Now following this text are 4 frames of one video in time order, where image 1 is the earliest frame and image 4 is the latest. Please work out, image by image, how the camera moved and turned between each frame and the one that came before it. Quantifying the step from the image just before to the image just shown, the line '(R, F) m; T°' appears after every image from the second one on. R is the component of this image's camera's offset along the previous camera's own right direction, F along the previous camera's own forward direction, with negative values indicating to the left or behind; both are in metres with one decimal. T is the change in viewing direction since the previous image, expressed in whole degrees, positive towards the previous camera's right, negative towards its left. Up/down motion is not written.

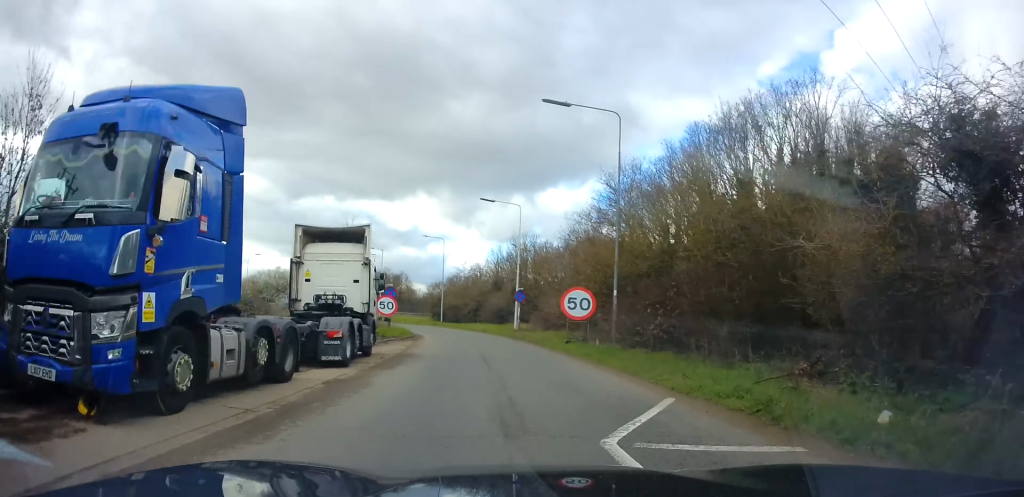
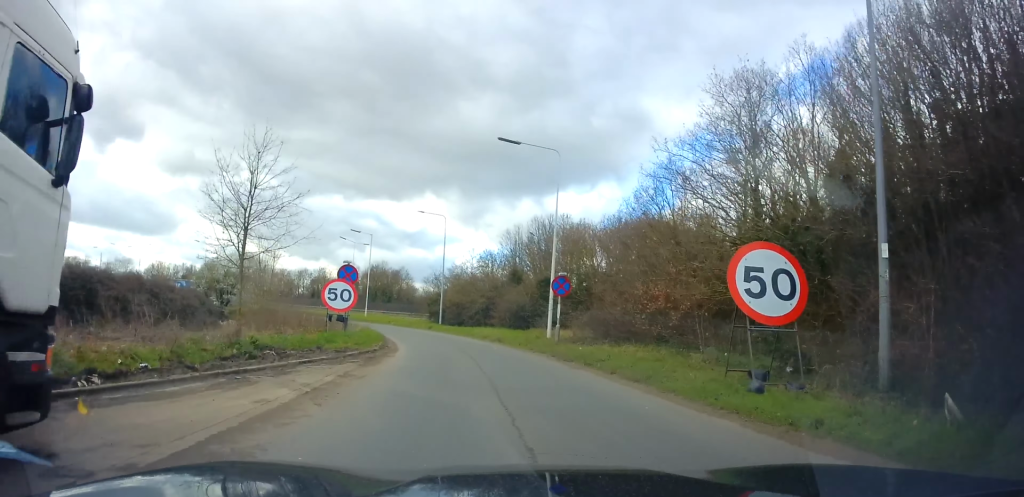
(+0.5, +15.7) m; -1°
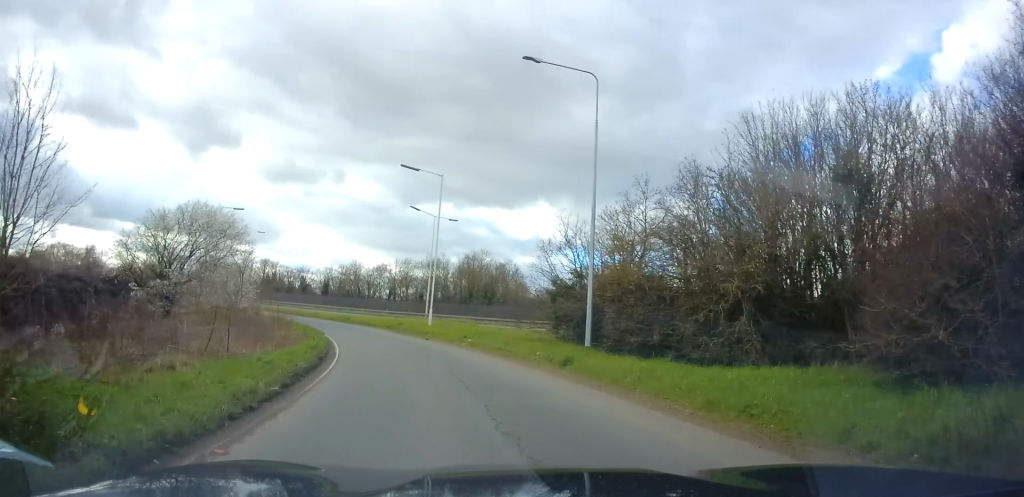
(-3.3, +31.4) m; -12°
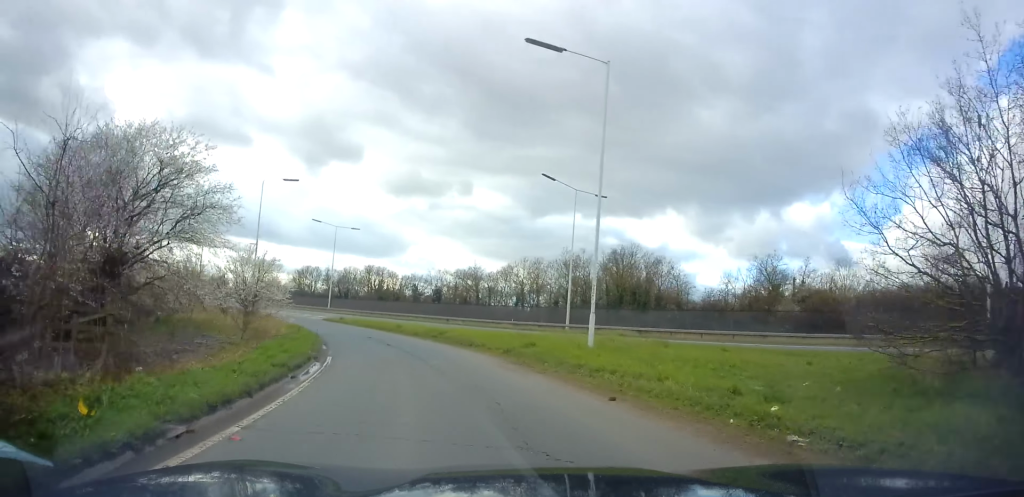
(-1.8, +18.3) m; -13°
